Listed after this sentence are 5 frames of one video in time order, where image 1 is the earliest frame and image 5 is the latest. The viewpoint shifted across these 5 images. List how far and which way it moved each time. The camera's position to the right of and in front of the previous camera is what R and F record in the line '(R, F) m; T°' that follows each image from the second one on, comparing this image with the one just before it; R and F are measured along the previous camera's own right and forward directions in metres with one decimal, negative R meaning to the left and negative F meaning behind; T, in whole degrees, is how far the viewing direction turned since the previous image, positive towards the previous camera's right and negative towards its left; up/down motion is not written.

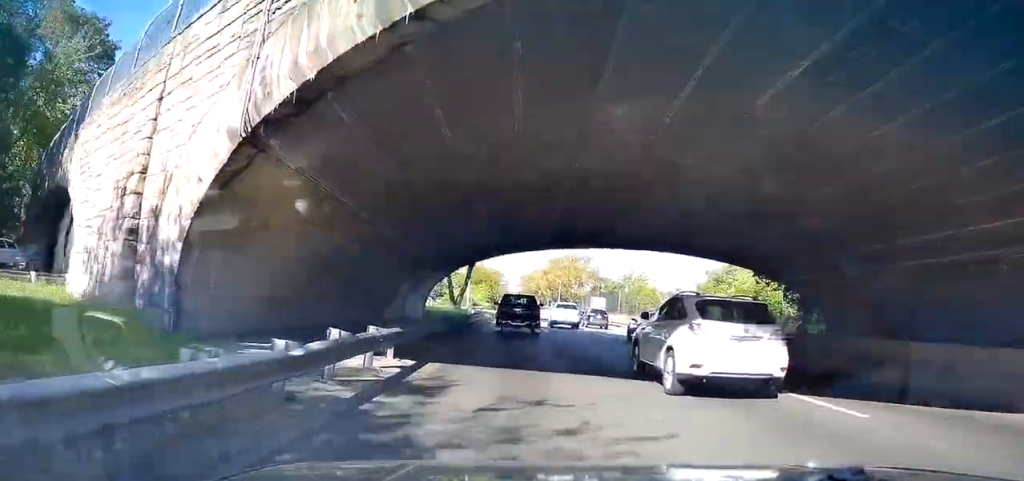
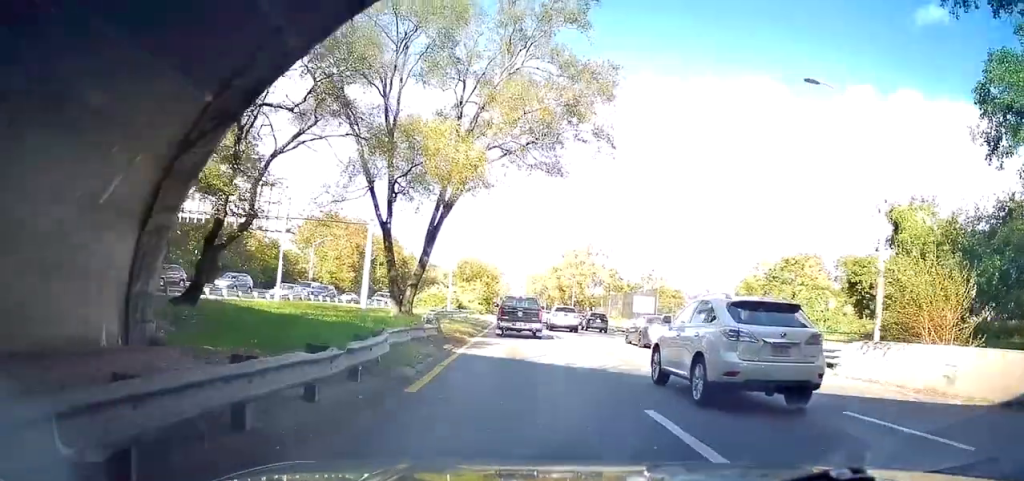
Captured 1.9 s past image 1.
(-0.3, +27.1) m; -3°
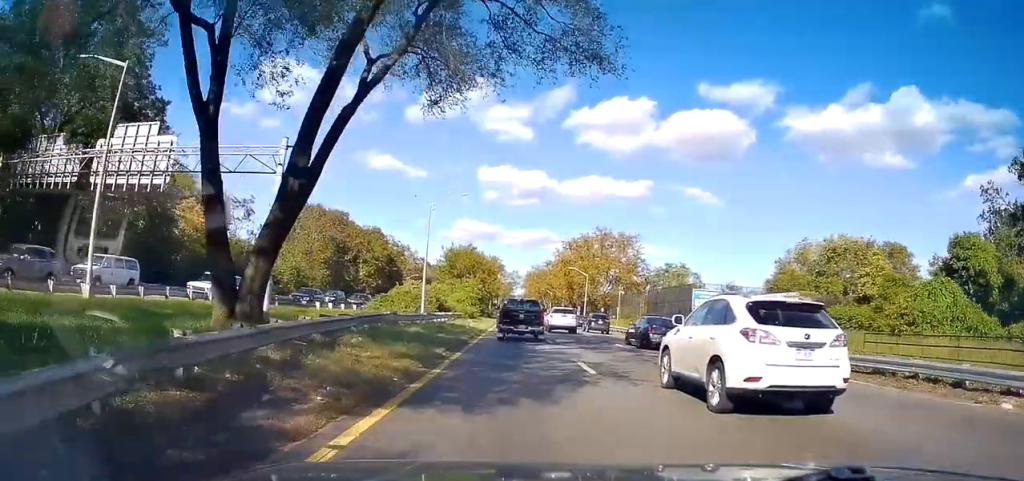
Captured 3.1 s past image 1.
(-0.1, +17.0) m; +1°
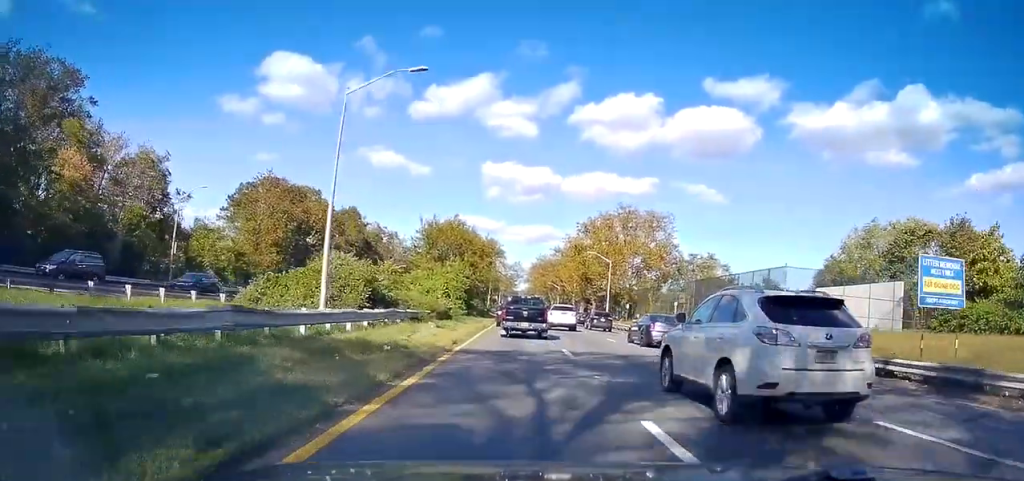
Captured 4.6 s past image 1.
(+0.7, +21.3) m; +1°
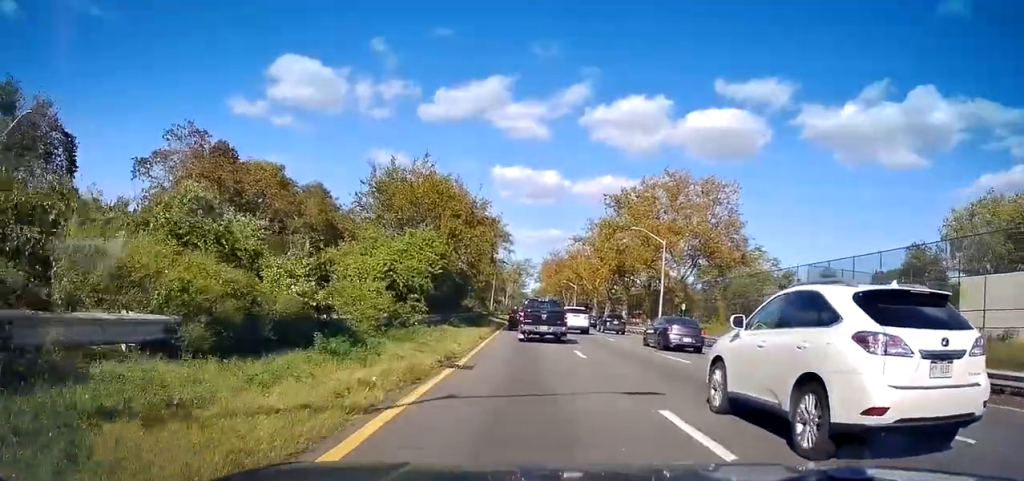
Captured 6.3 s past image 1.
(-1.0, +24.0) m; -3°
